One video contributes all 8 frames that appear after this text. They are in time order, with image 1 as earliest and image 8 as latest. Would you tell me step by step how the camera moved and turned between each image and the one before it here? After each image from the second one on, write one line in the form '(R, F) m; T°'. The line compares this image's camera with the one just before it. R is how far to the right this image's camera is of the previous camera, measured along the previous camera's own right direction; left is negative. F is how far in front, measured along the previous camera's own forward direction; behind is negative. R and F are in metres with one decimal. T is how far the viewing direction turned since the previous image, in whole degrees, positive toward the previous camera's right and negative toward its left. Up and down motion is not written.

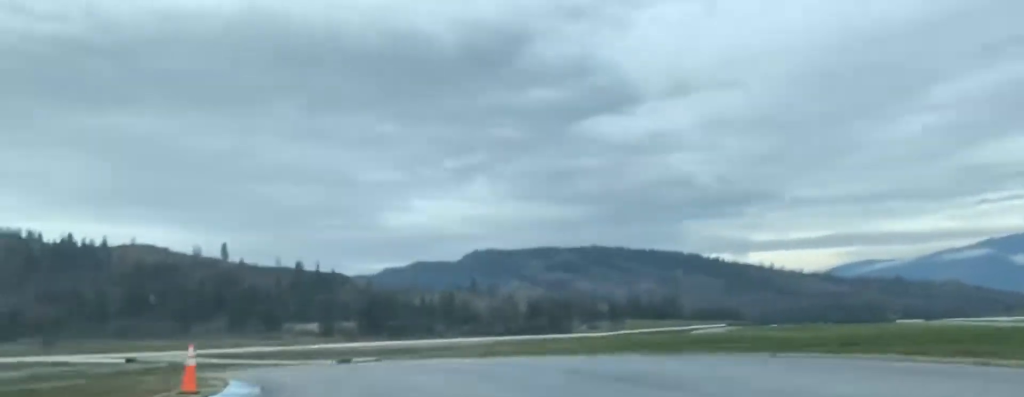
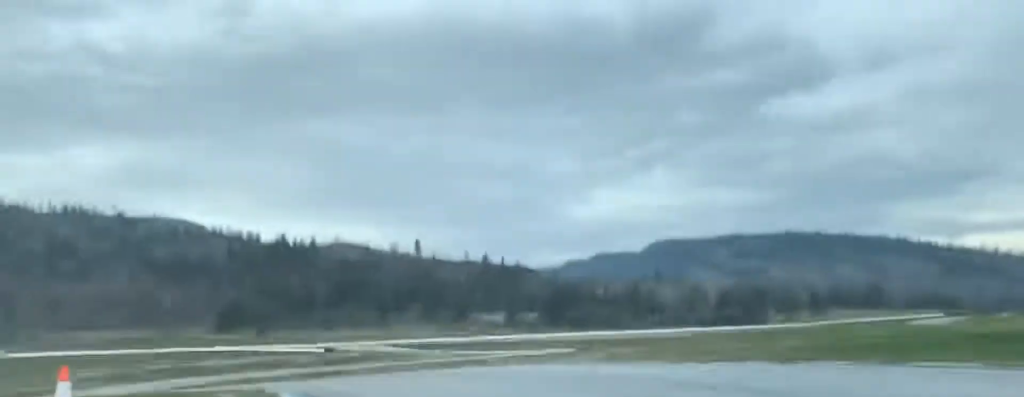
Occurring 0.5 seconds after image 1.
(-0.8, +10.3) m; -12°
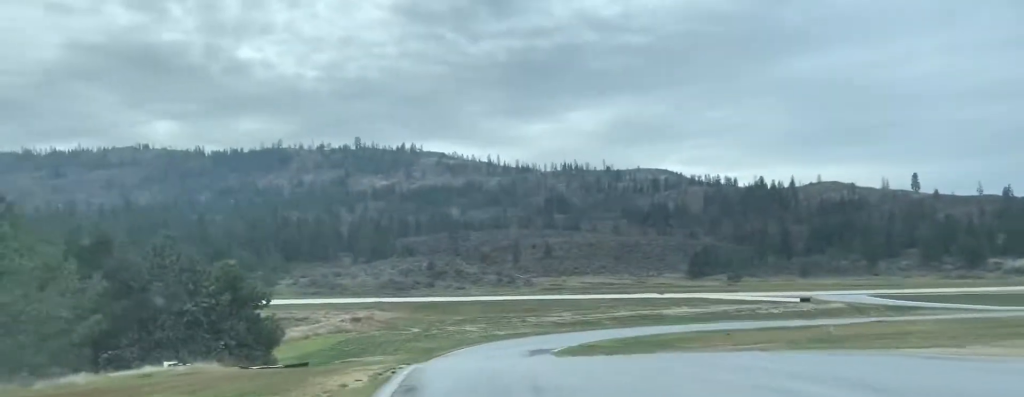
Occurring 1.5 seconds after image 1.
(-4.1, +19.5) m; -22°
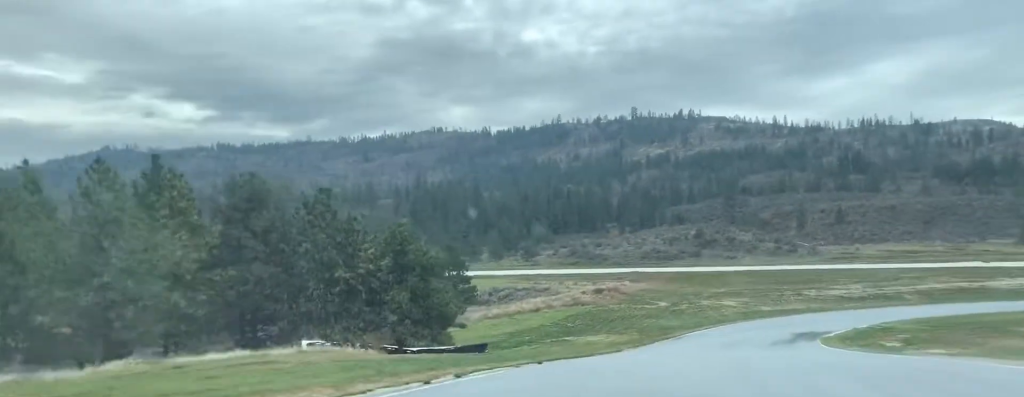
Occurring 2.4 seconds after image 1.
(-3.1, +19.5) m; -16°
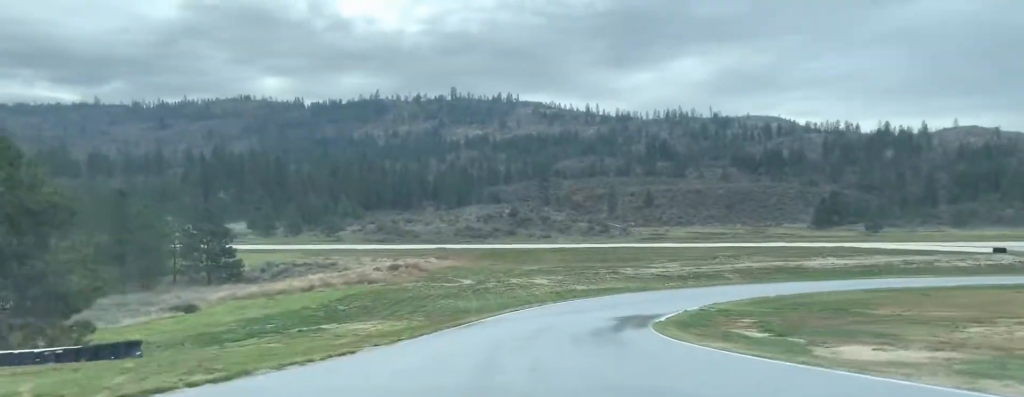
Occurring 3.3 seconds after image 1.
(-2.5, +21.6) m; -9°
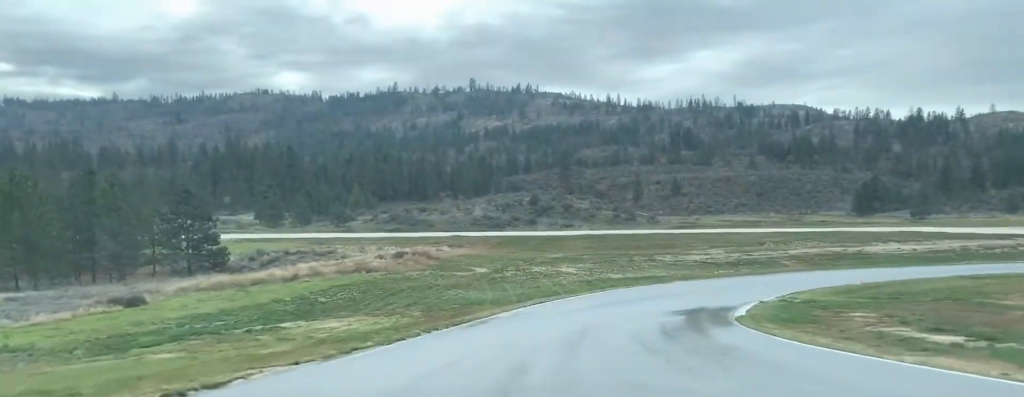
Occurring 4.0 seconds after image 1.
(-0.7, +14.3) m; 0°
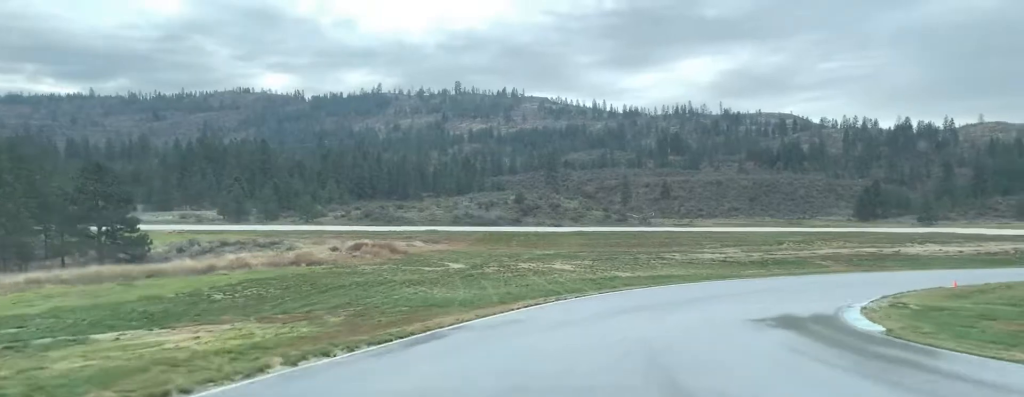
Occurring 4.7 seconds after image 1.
(+0.1, +16.1) m; +4°
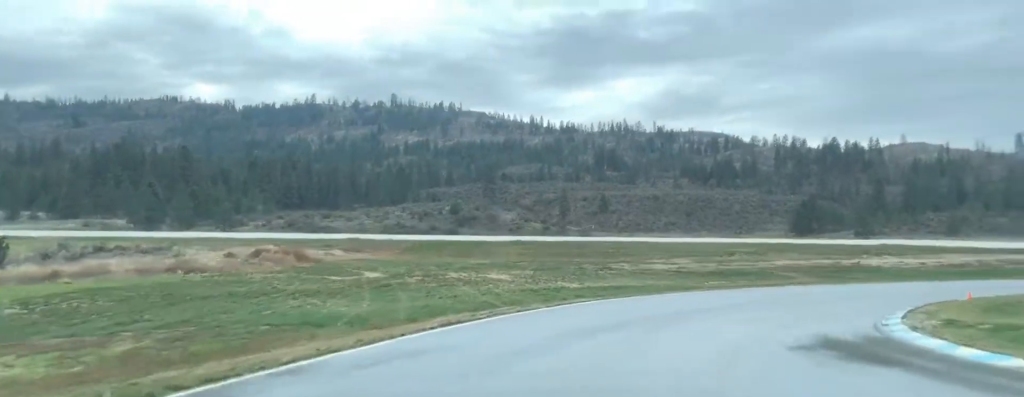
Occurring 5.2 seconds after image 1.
(-0.2, +10.1) m; +4°
